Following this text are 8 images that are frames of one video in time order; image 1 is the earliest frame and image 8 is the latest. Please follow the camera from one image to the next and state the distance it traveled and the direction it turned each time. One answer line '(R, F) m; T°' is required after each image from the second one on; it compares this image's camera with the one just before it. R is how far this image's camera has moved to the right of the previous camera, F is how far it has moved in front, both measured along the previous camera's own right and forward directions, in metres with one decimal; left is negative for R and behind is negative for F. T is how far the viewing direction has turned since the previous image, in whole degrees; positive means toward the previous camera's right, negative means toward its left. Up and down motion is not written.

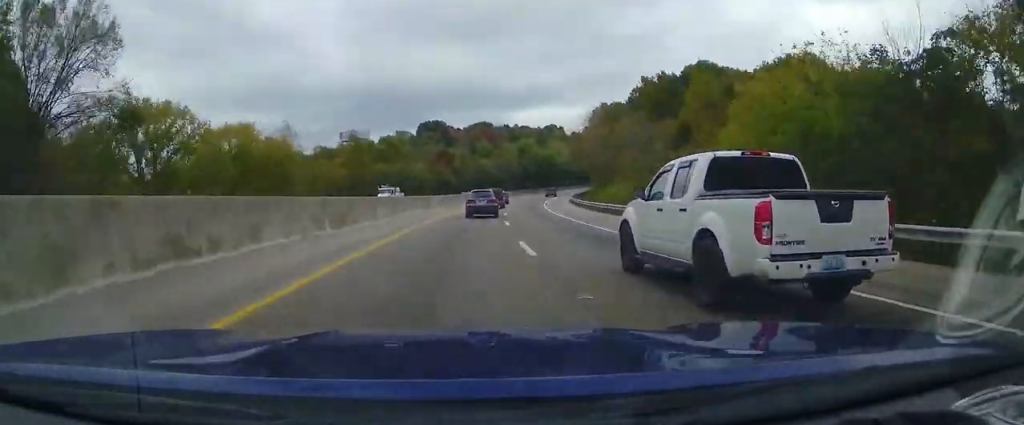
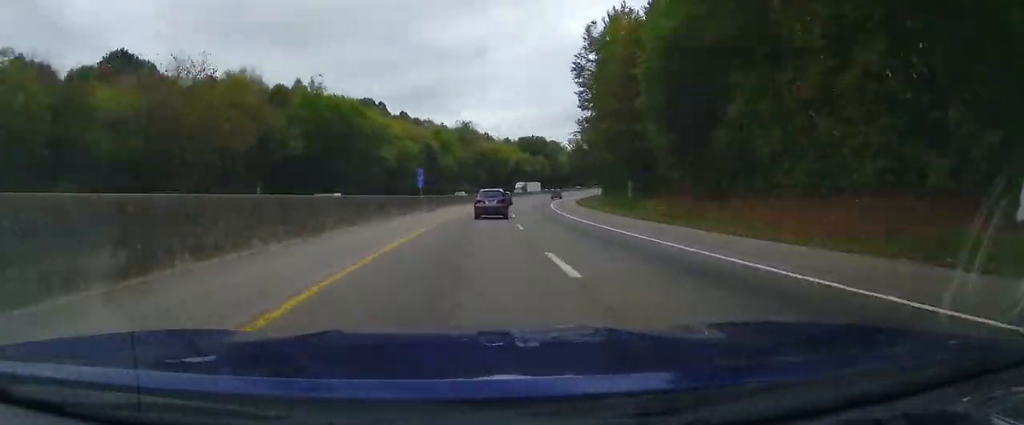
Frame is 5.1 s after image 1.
(+21.6, +148.3) m; +19°
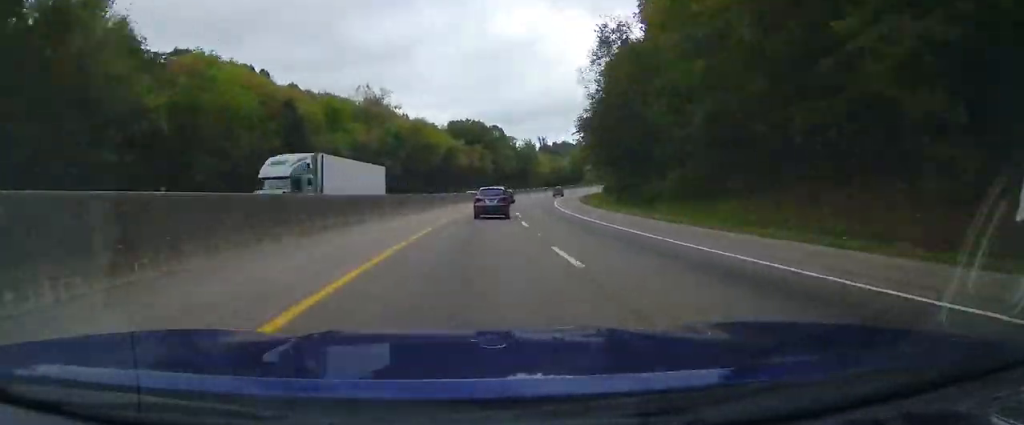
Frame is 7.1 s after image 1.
(+7.3, +57.0) m; +7°
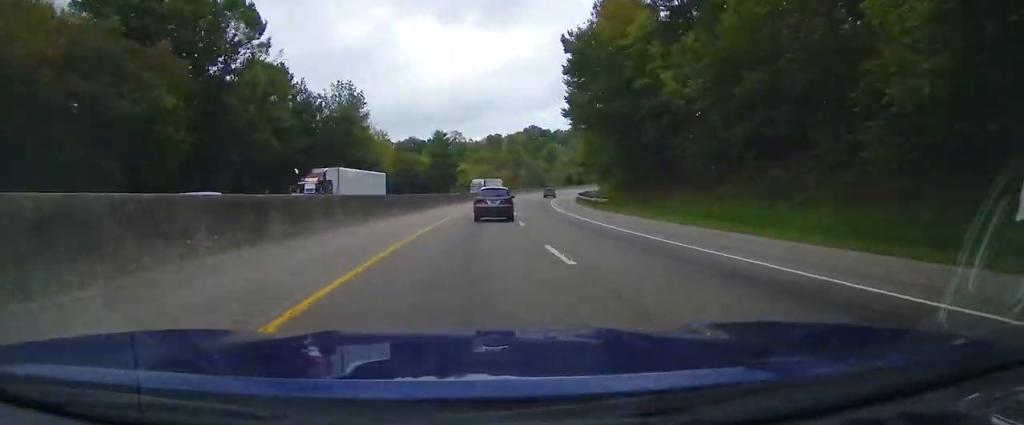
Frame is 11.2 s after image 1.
(+14.9, +114.1) m; +14°
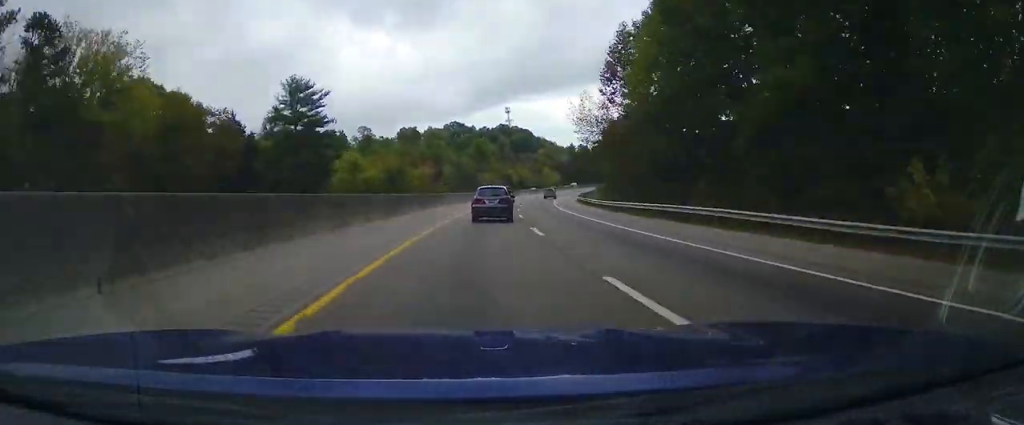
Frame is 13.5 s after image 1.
(+1.9, +60.9) m; +7°
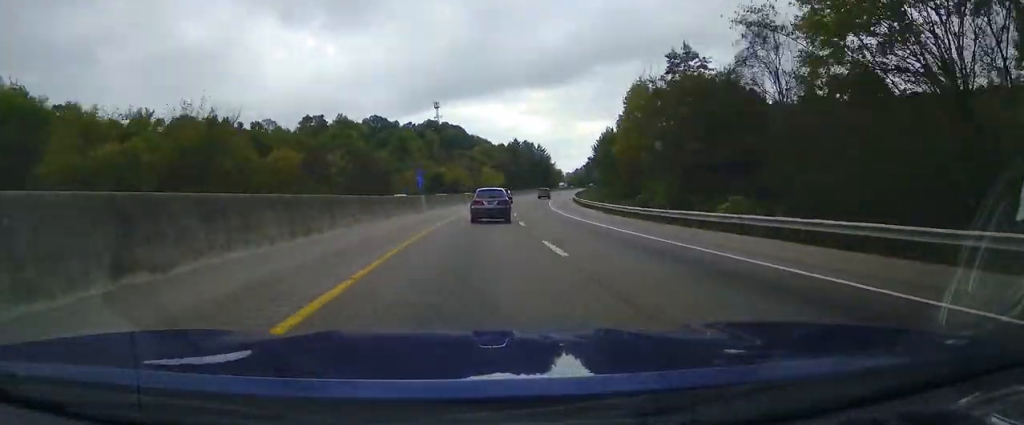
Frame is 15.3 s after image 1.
(+4.5, +46.3) m; +5°
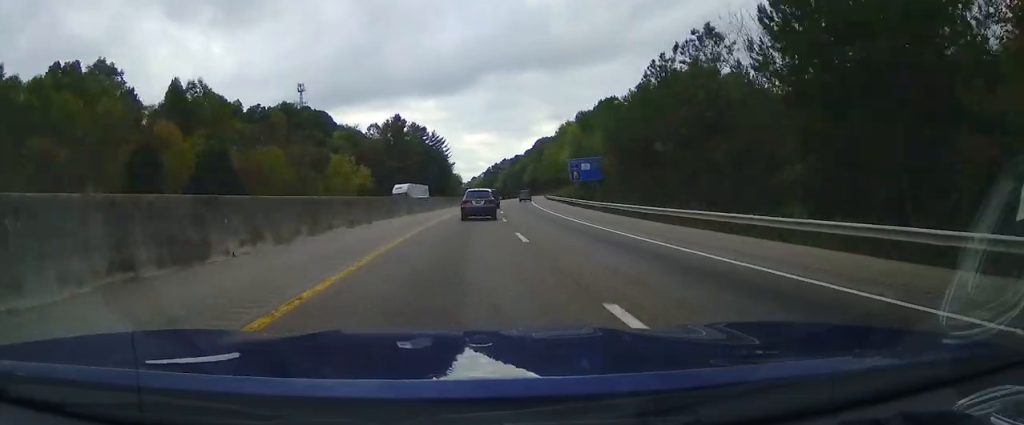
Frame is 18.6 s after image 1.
(+5.3, +75.0) m; +8°
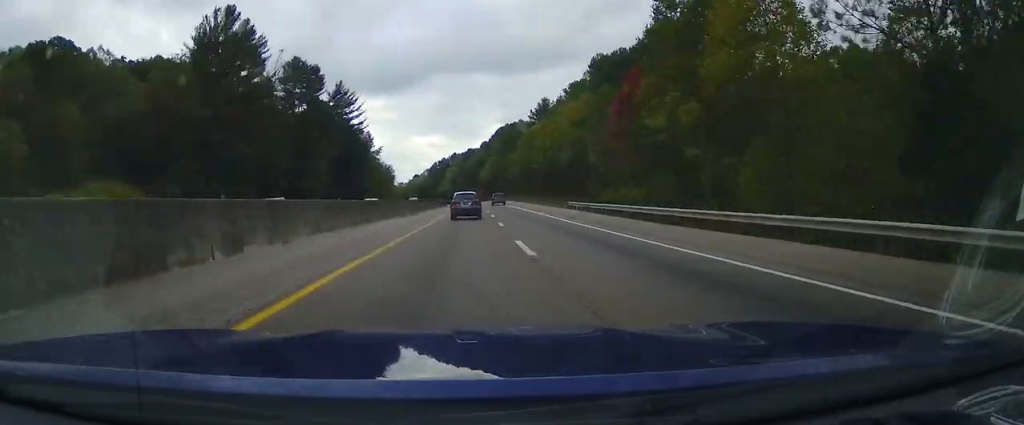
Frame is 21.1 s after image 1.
(+1.6, +54.6) m; +6°
